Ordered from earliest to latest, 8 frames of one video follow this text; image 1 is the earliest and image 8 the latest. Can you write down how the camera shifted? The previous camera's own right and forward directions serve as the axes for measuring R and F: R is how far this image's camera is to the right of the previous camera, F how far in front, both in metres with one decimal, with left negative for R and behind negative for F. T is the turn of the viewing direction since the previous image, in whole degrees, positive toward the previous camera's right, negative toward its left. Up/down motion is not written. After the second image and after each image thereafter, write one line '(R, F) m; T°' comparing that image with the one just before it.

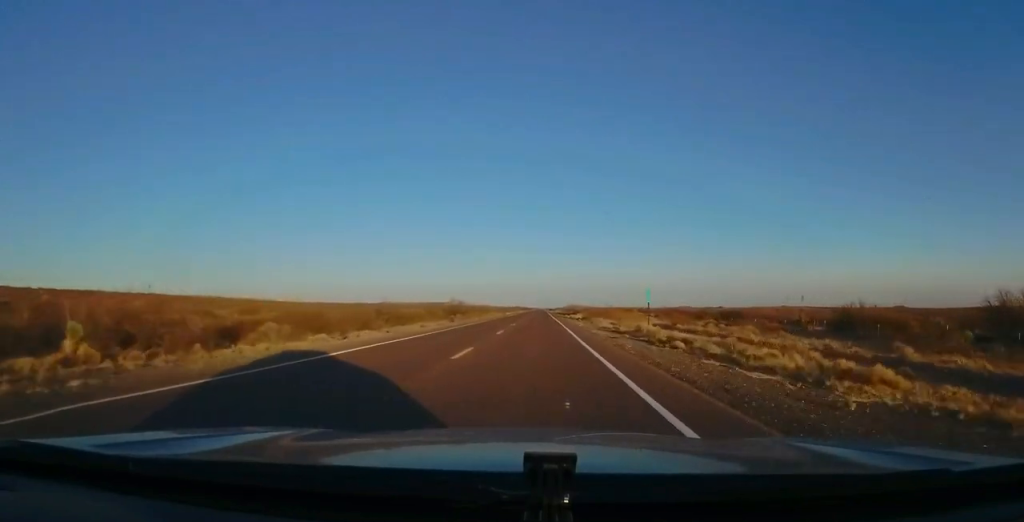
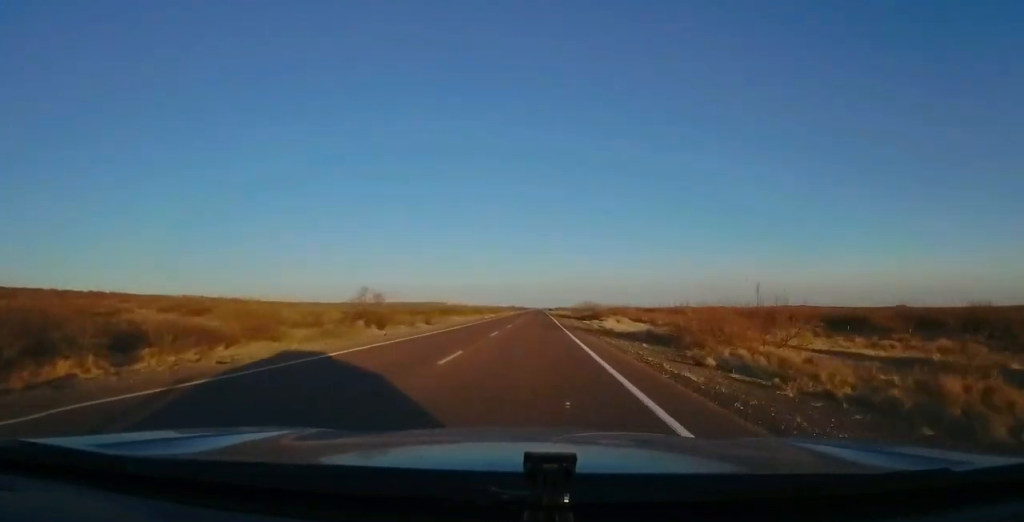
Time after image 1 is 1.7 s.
(+0.2, +49.8) m; 0°
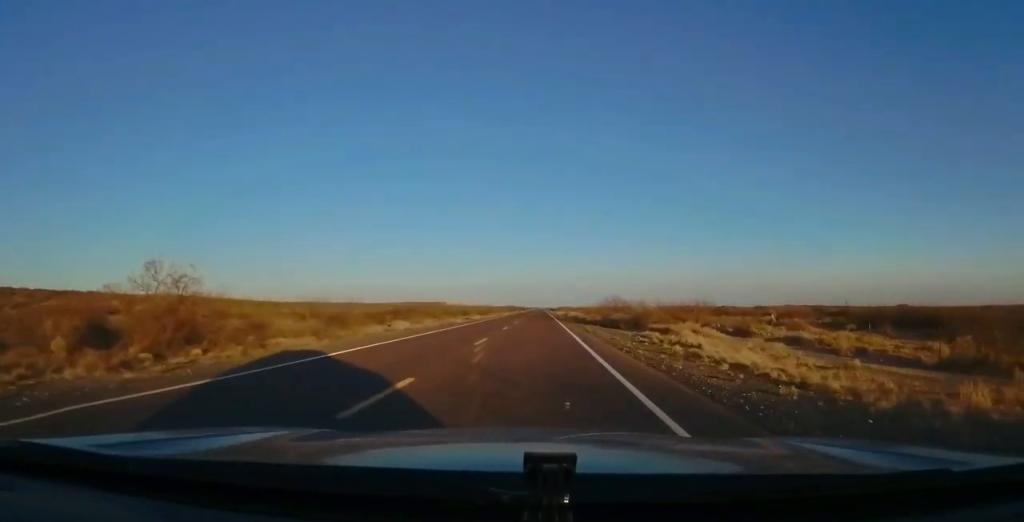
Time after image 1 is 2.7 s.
(-0.2, +30.4) m; 0°
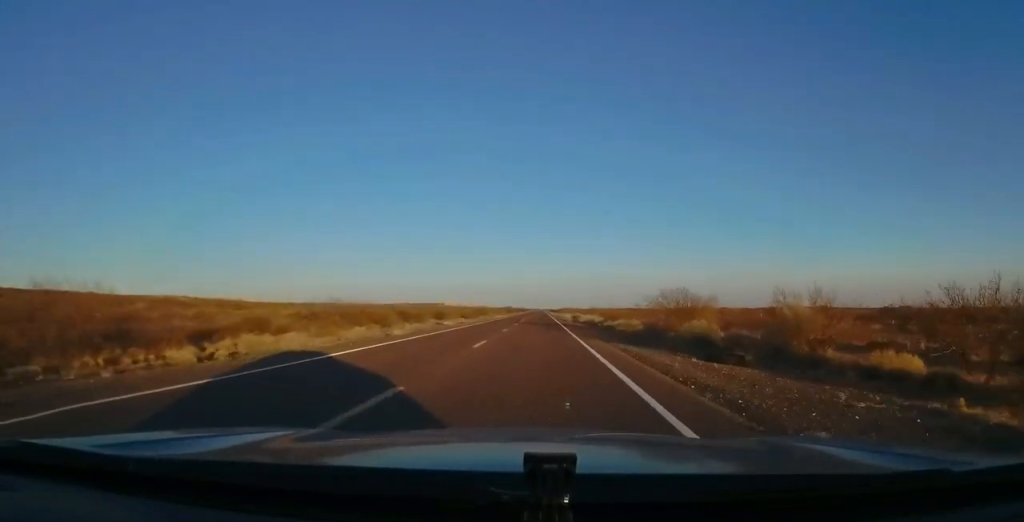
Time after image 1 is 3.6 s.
(+0.3, +25.5) m; 0°
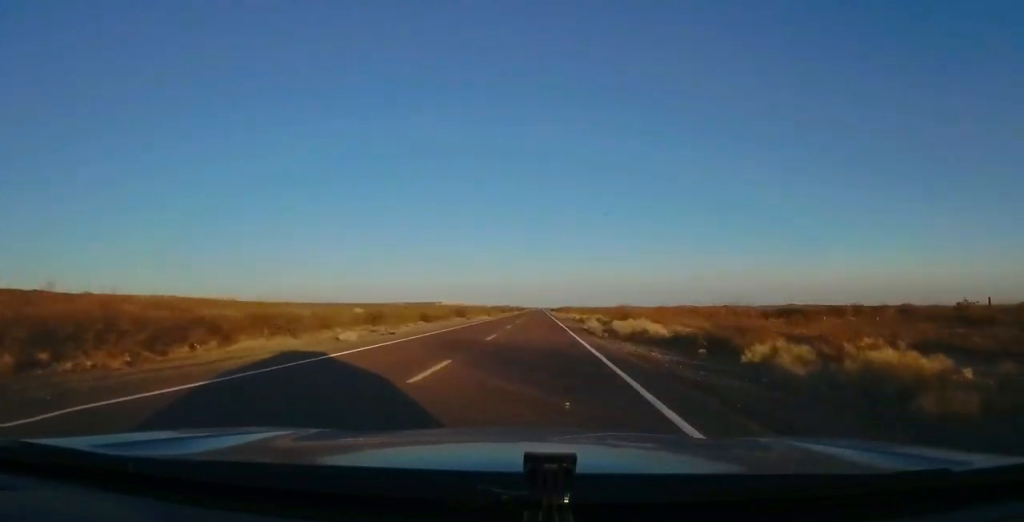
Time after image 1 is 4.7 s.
(-0.2, +32.3) m; -1°
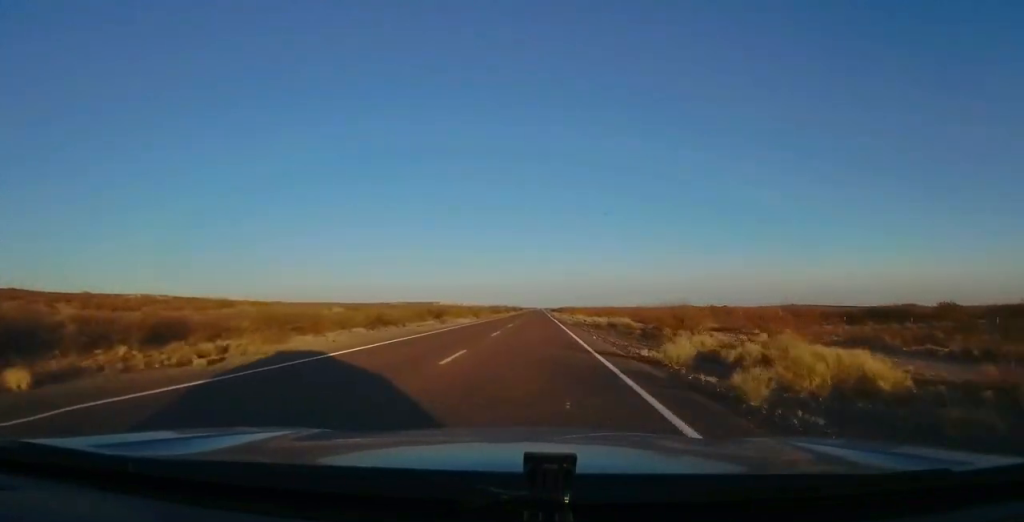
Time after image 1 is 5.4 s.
(-0.3, +21.5) m; 0°
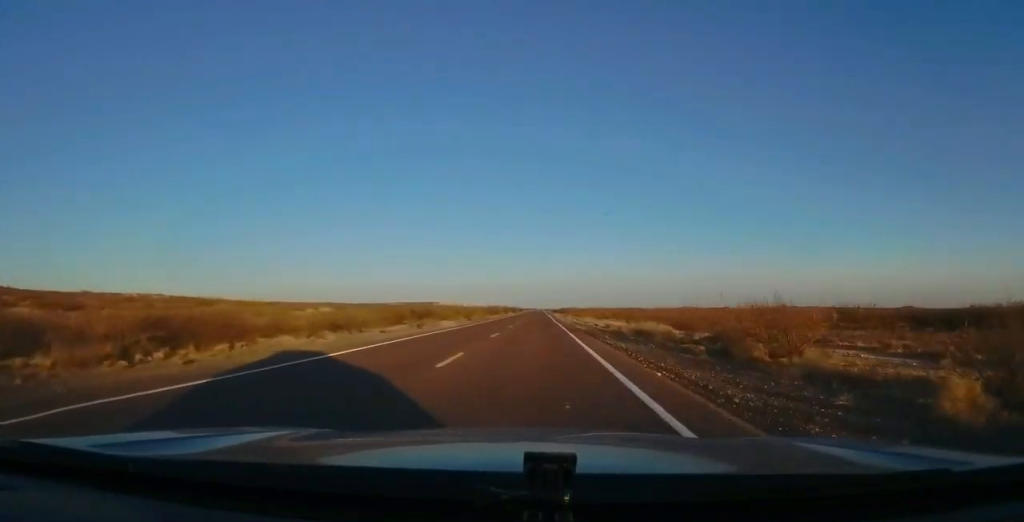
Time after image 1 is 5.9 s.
(+0.3, +12.7) m; 0°
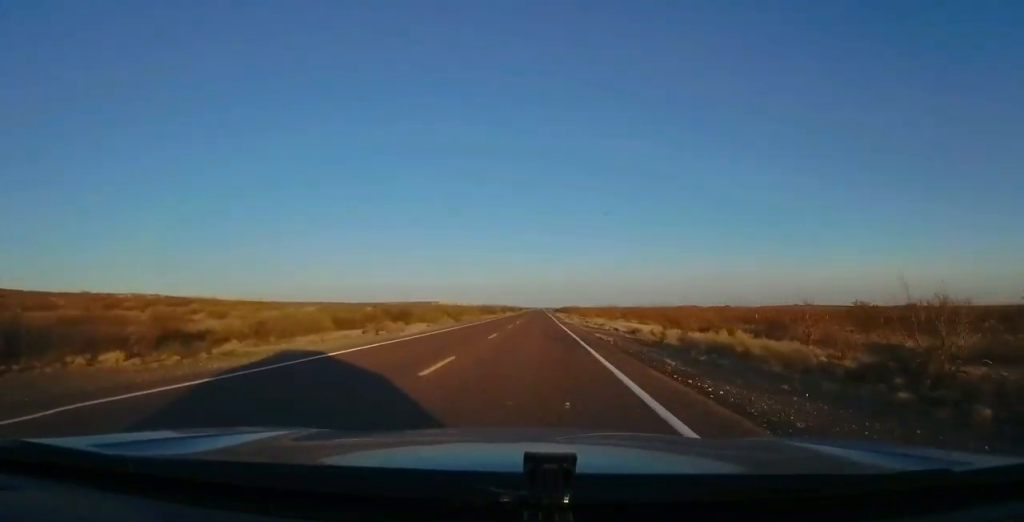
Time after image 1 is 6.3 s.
(+0.2, +13.7) m; 0°
